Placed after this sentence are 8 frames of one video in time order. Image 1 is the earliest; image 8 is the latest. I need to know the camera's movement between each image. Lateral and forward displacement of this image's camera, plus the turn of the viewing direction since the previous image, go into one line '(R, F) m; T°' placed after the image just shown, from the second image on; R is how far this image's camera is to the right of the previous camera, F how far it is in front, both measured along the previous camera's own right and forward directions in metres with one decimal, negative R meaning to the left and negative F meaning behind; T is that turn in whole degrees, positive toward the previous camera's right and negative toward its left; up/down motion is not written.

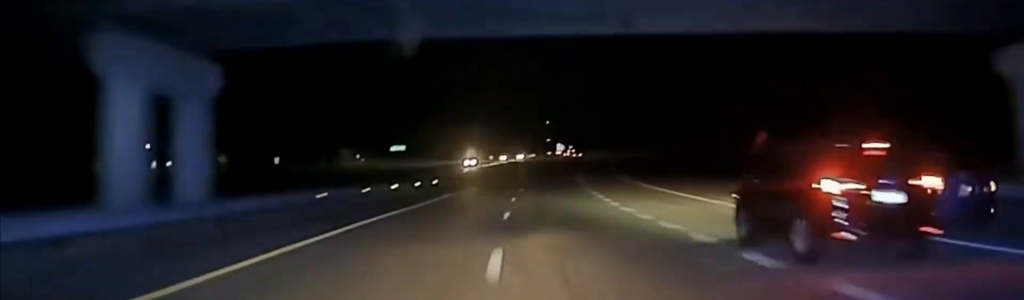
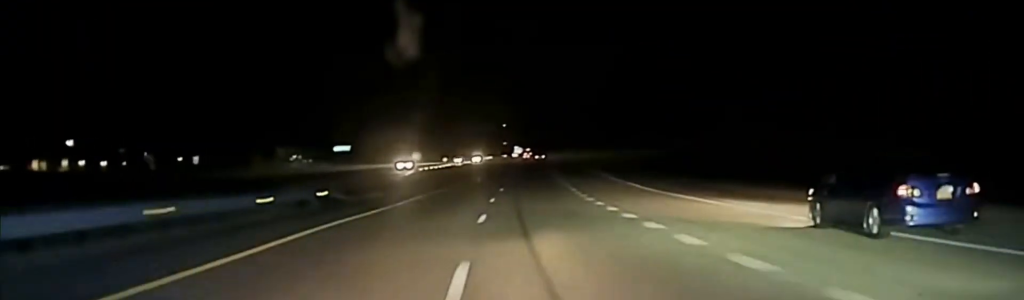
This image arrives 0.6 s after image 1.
(+0.3, +28.3) m; +2°
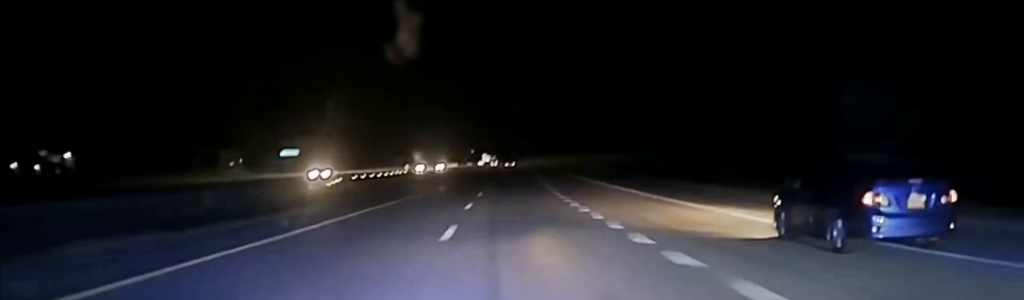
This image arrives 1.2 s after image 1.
(+0.4, +28.4) m; +2°
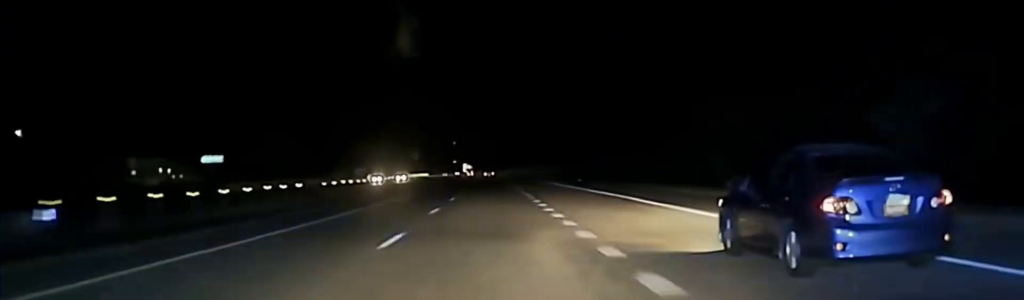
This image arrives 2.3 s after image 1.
(+1.8, +50.1) m; +4°
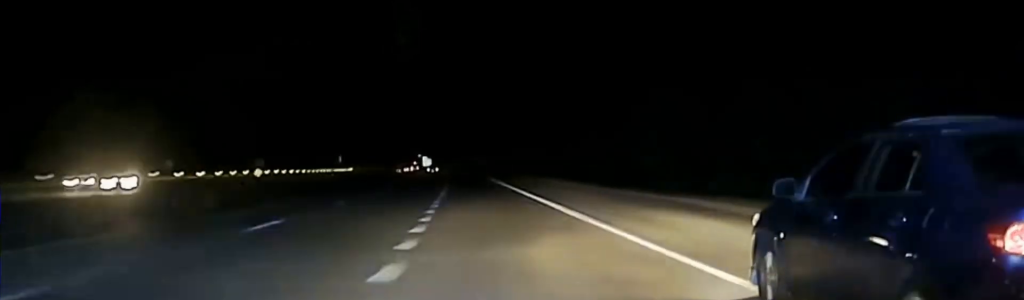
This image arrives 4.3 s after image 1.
(+2.6, +98.6) m; +2°
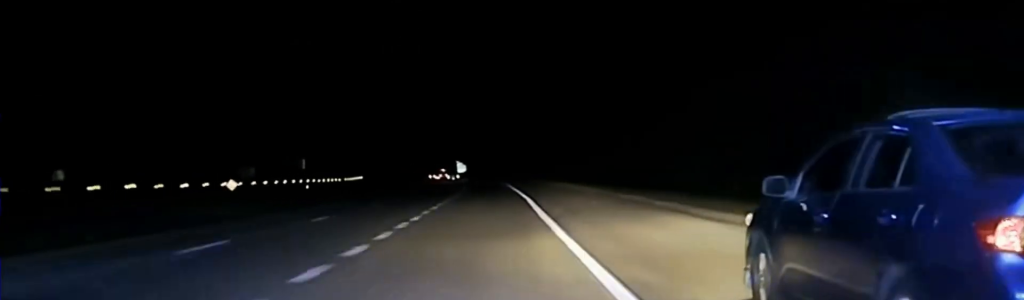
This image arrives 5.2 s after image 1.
(+0.2, +40.1) m; 0°
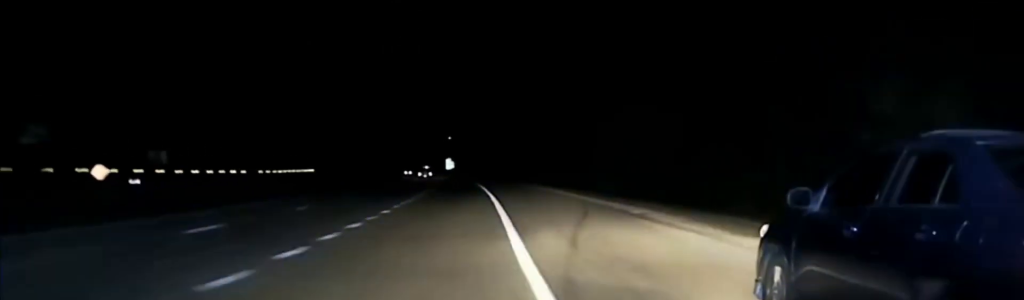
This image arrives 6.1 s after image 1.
(+0.1, +44.4) m; -1°
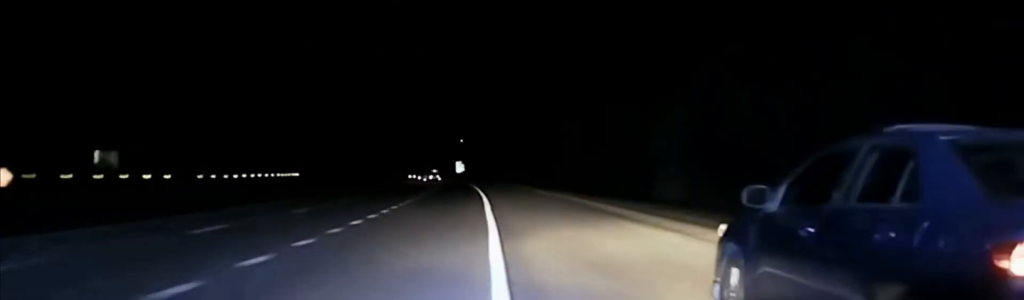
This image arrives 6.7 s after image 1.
(-0.3, +23.6) m; -1°
